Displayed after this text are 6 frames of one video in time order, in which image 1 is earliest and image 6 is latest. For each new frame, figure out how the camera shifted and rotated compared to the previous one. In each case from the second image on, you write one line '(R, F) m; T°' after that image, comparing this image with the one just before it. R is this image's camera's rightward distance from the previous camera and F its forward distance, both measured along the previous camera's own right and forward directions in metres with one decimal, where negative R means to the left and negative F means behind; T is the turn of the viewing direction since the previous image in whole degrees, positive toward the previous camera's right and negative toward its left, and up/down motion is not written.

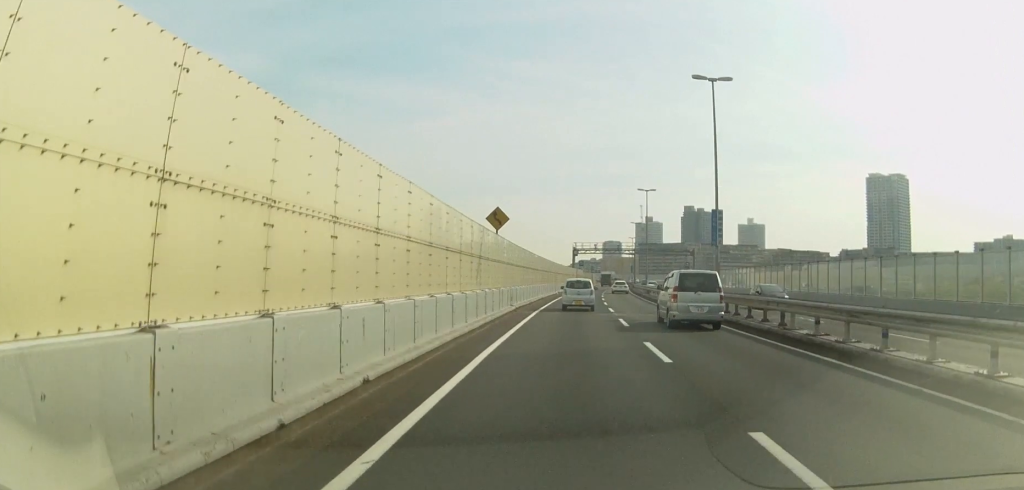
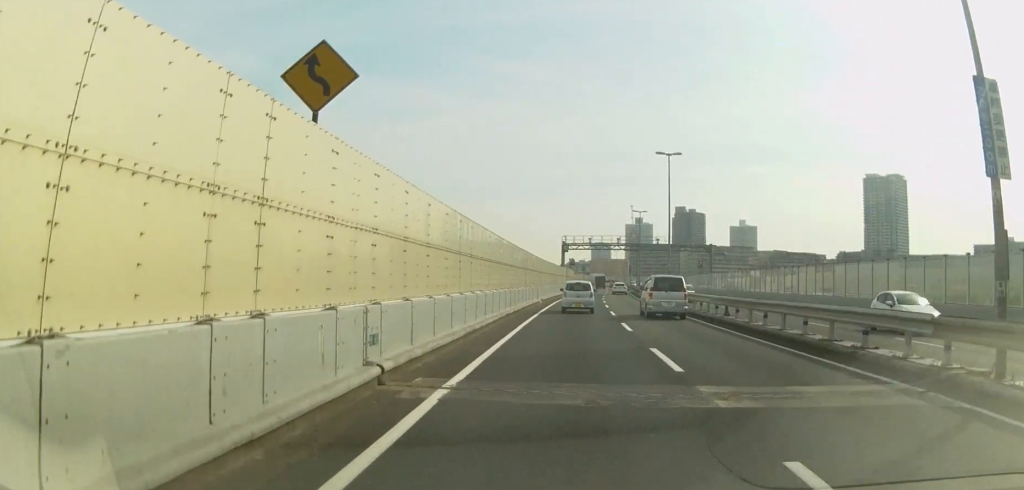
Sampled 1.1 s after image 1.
(+0.6, +21.3) m; +1°
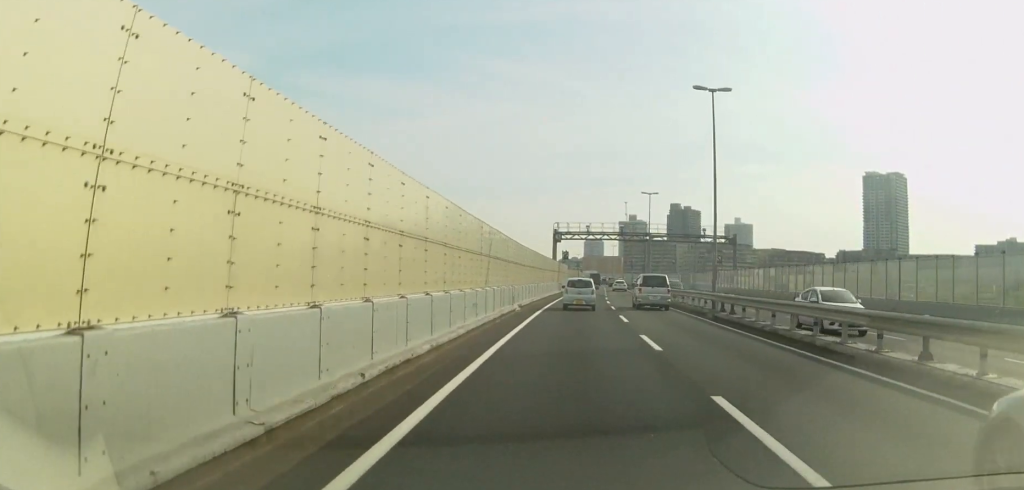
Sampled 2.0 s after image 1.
(-0.1, +16.8) m; 0°
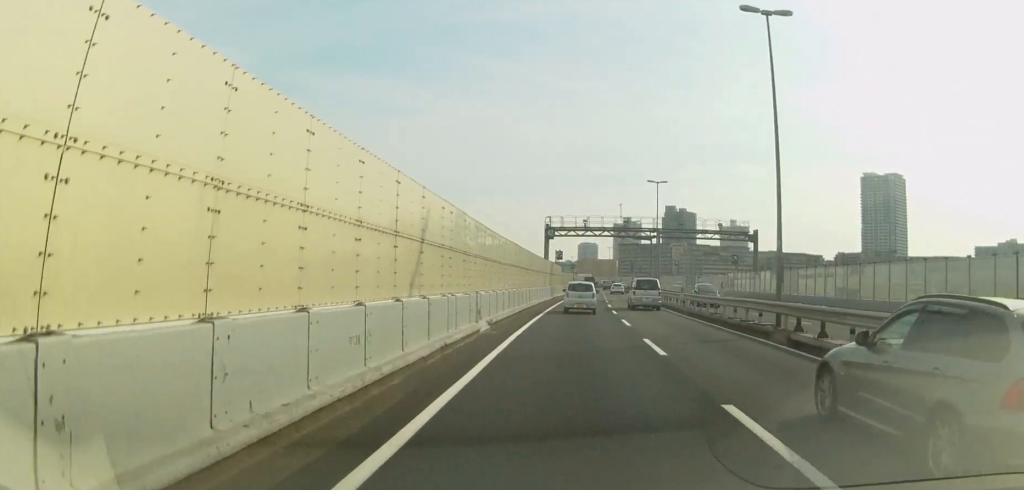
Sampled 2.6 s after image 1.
(-0.1, +10.5) m; 0°
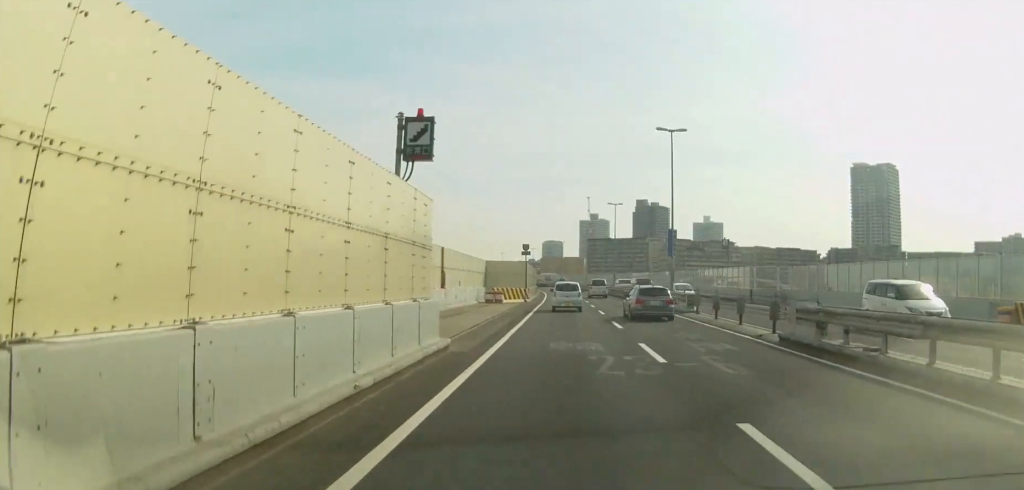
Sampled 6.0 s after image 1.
(+2.0, +61.4) m; +4°
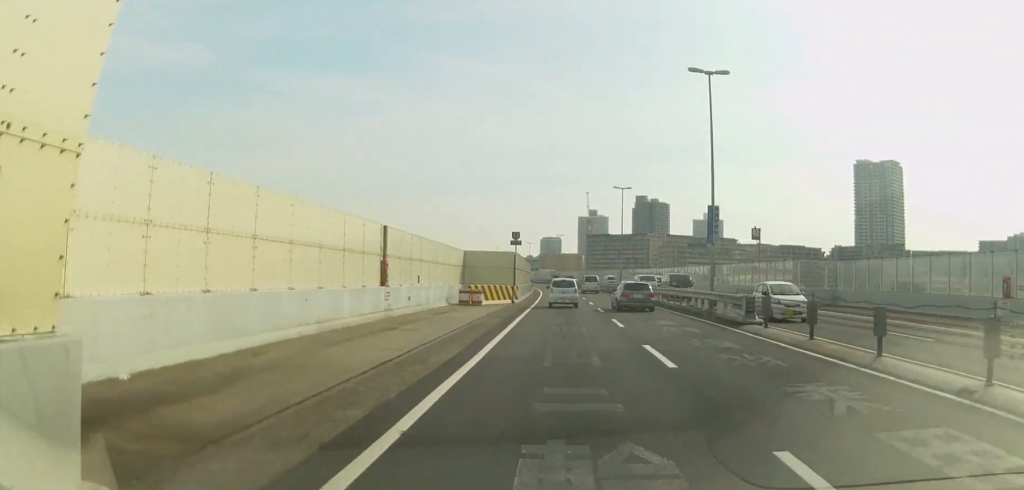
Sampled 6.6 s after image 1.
(0.0, +11.4) m; +1°
